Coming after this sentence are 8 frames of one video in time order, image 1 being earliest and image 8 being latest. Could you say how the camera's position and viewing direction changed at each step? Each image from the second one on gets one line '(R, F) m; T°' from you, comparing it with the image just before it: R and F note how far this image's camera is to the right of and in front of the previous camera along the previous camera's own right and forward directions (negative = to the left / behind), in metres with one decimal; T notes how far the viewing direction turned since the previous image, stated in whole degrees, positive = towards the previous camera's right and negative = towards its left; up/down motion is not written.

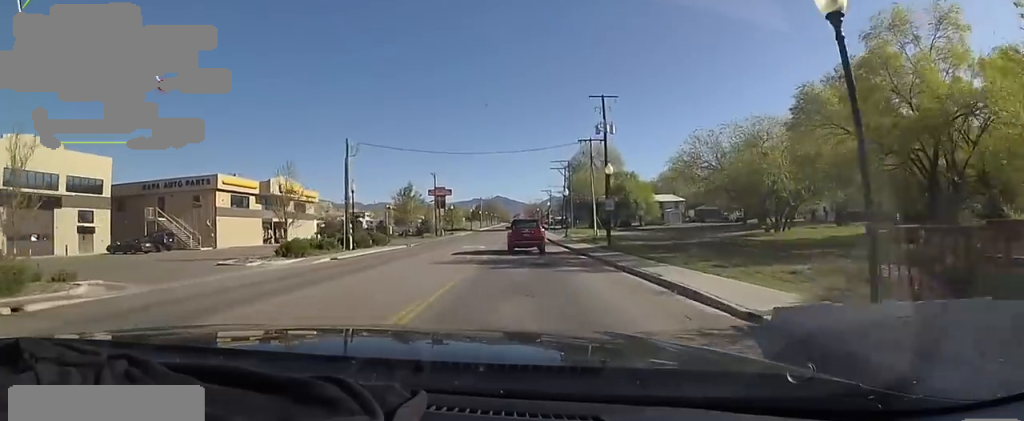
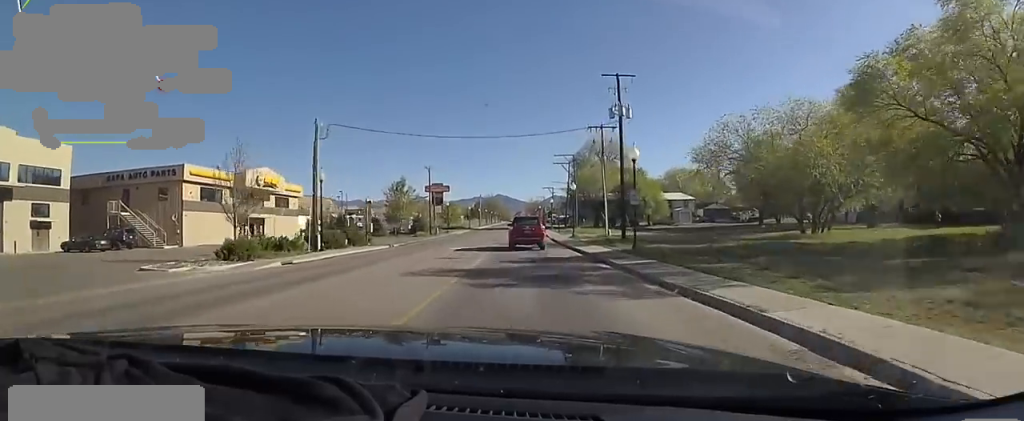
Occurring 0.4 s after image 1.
(0.0, +5.1) m; 0°
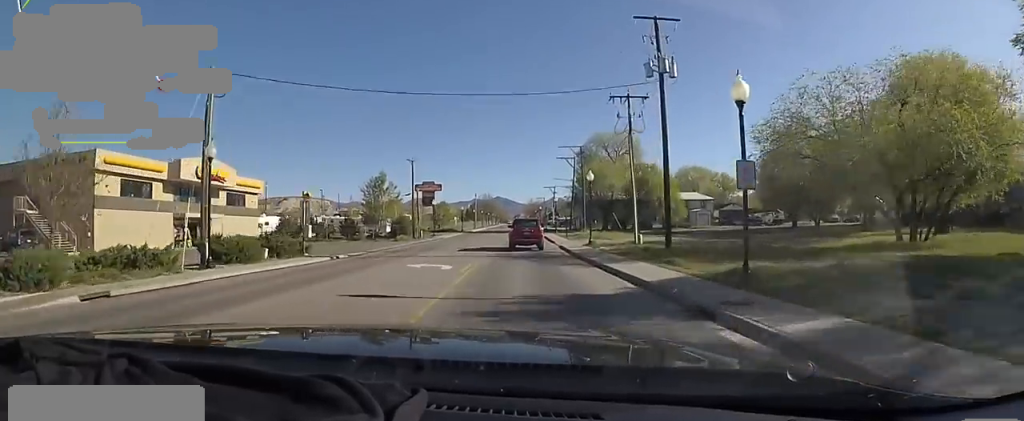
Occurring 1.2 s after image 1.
(0.0, +9.8) m; 0°
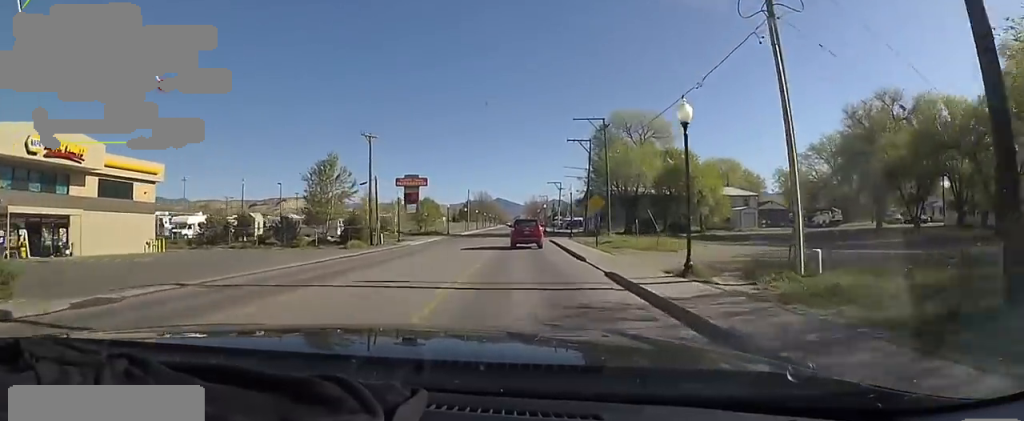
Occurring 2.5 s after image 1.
(0.0, +16.8) m; 0°
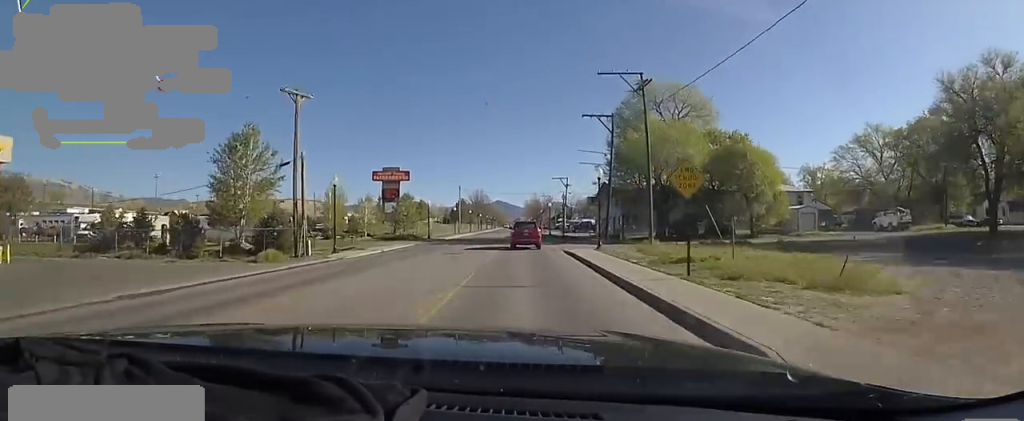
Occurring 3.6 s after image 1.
(0.0, +14.6) m; 0°
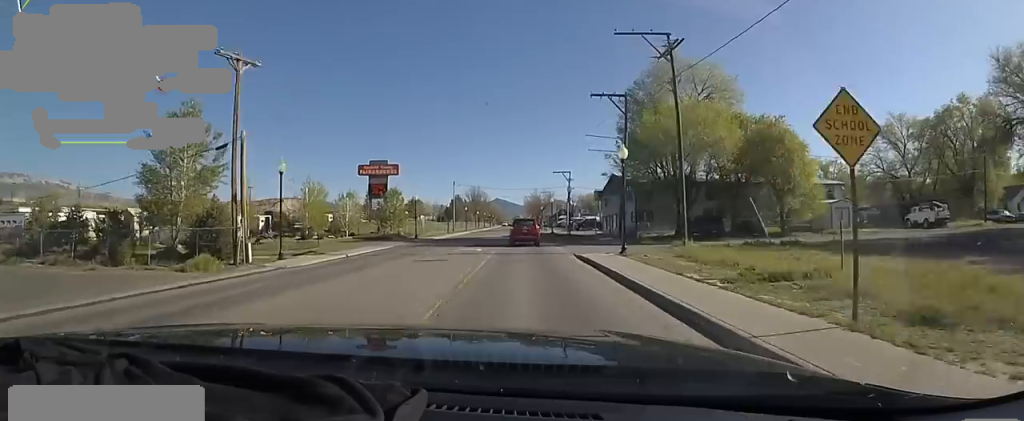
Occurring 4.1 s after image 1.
(0.0, +6.3) m; 0°
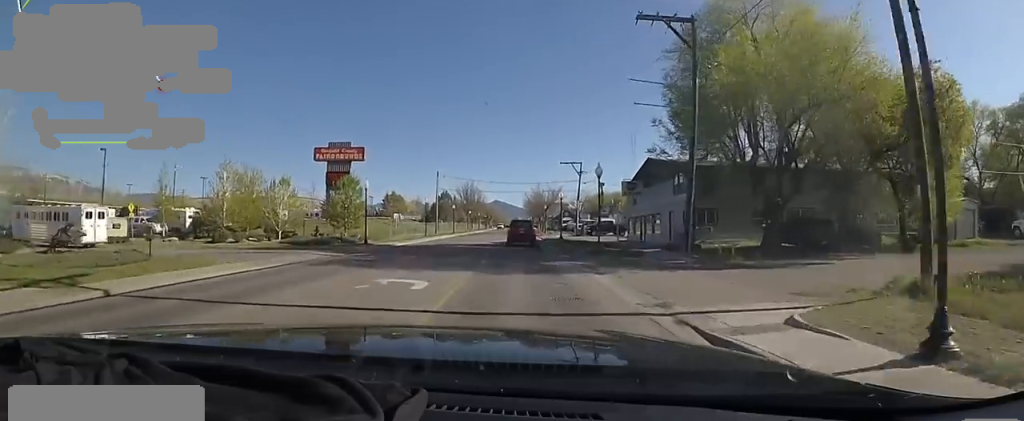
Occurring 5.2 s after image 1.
(0.0, +15.1) m; 0°
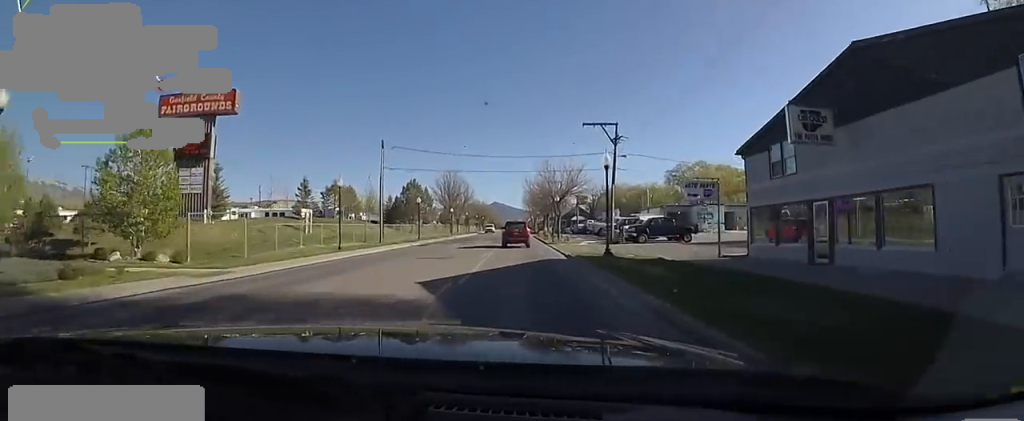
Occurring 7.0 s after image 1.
(-1.0, +25.1) m; -4°
